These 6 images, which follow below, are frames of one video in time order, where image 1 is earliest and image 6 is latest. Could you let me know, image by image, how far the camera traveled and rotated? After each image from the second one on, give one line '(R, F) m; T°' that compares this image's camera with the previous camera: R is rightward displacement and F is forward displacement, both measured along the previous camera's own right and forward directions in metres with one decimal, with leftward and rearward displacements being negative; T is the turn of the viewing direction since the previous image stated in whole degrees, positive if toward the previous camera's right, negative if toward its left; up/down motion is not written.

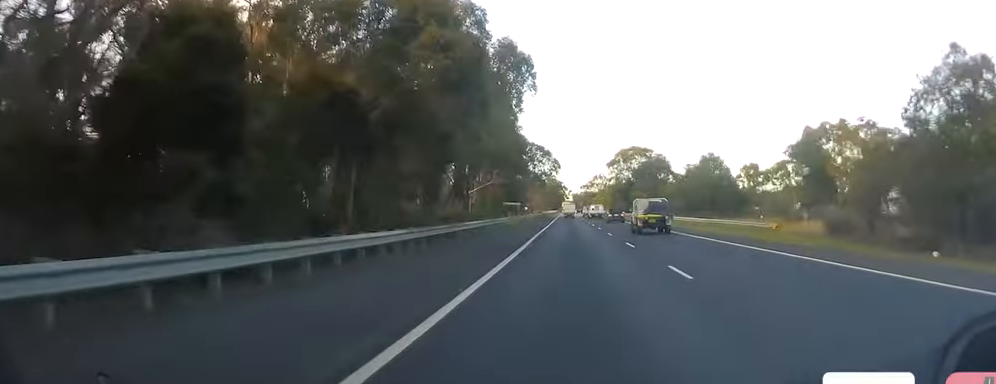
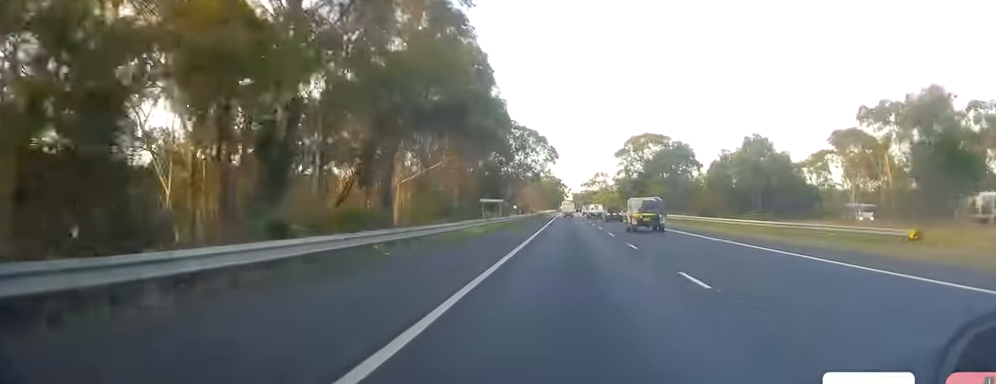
(0.0, +25.8) m; +1°
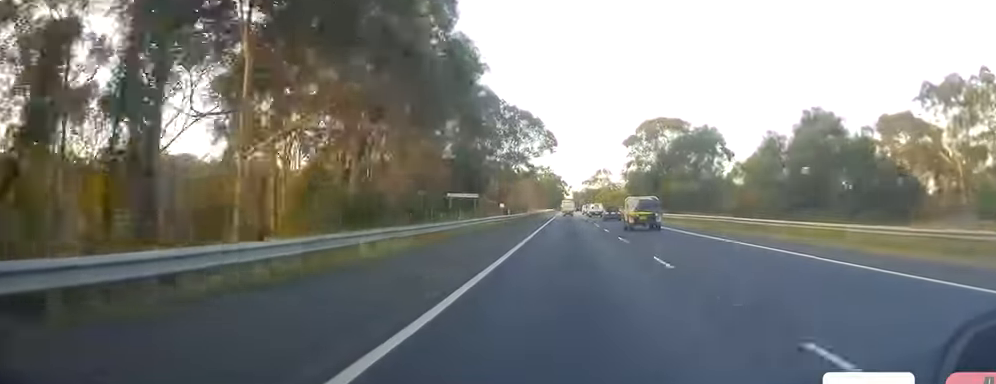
(+0.2, +20.1) m; 0°
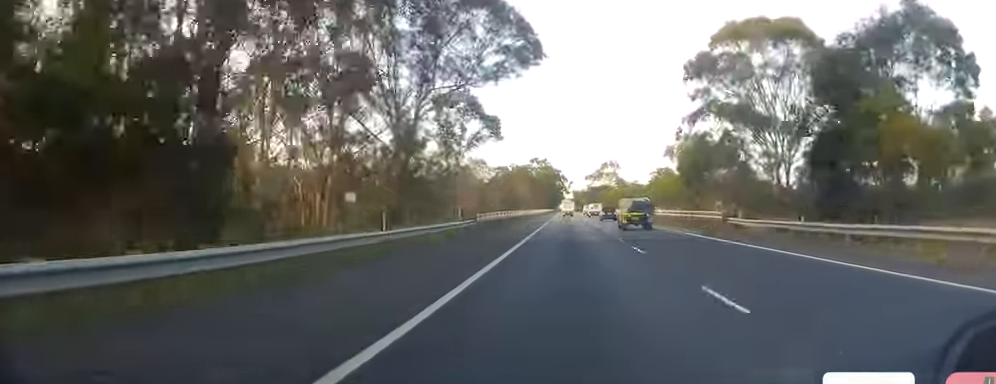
(-0.4, +54.3) m; 0°
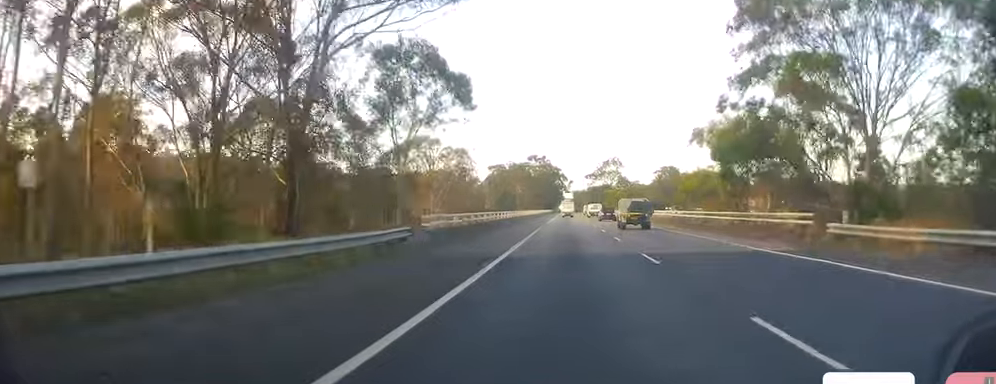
(0.0, +15.2) m; 0°
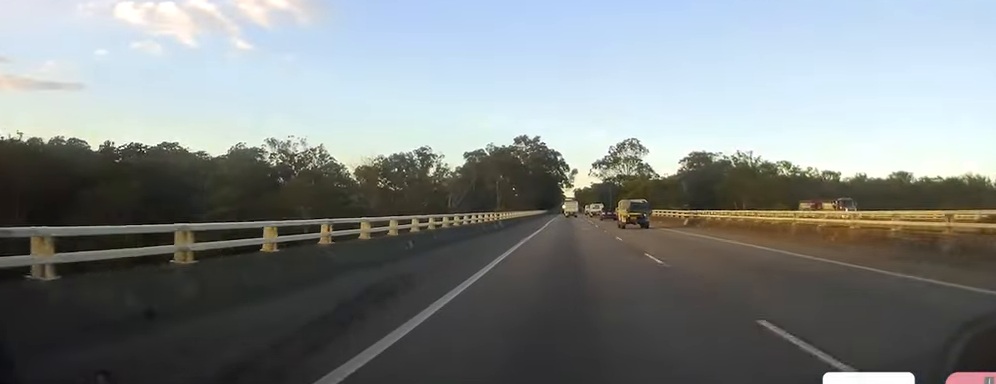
(-0.1, +72.5) m; -1°
